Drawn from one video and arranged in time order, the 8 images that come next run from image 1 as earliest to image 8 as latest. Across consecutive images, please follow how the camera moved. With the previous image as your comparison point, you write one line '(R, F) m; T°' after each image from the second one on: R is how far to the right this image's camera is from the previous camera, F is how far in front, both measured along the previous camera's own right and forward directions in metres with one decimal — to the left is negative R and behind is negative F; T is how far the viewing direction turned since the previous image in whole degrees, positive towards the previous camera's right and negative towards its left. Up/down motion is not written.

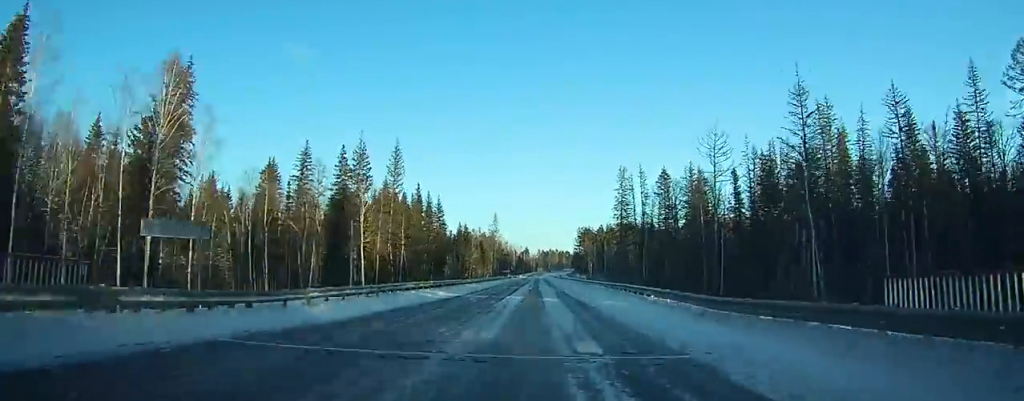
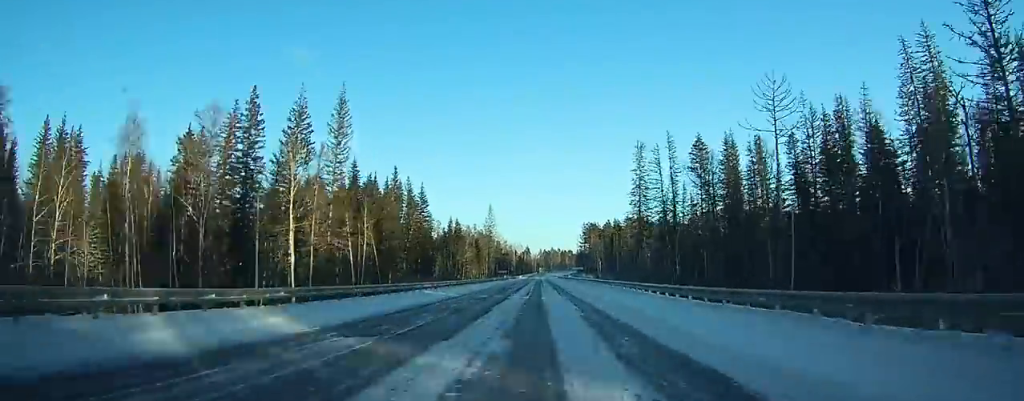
(-0.1, +26.2) m; 0°
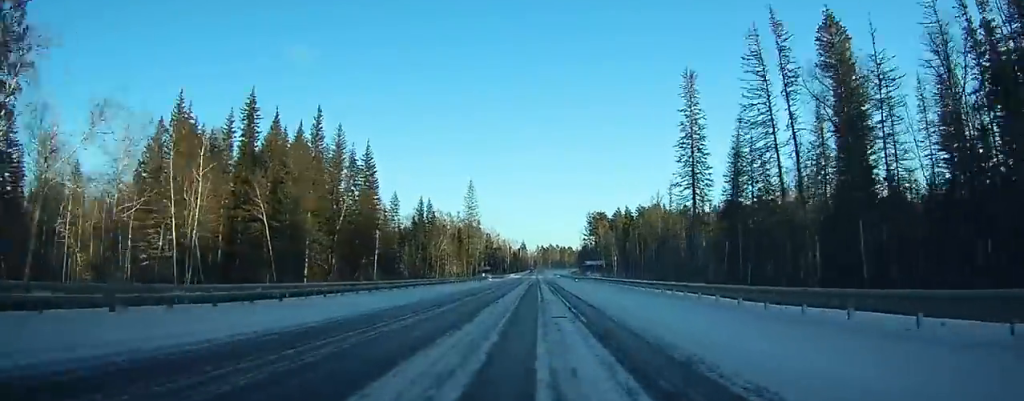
(-0.1, +45.6) m; 0°
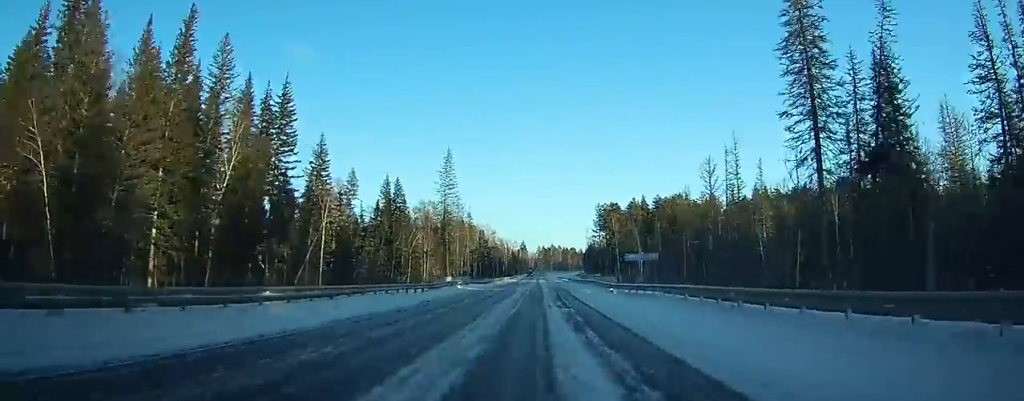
(+0.3, +35.5) m; 0°
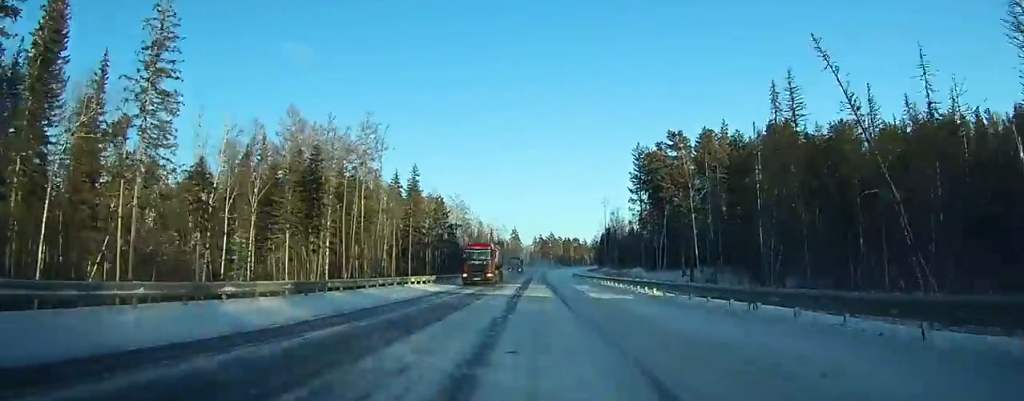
(+0.2, +93.2) m; 0°
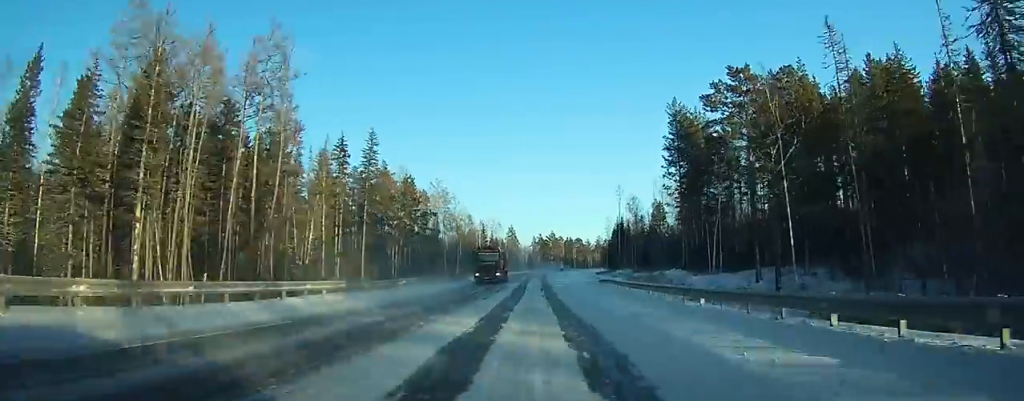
(-0.1, +33.8) m; 0°
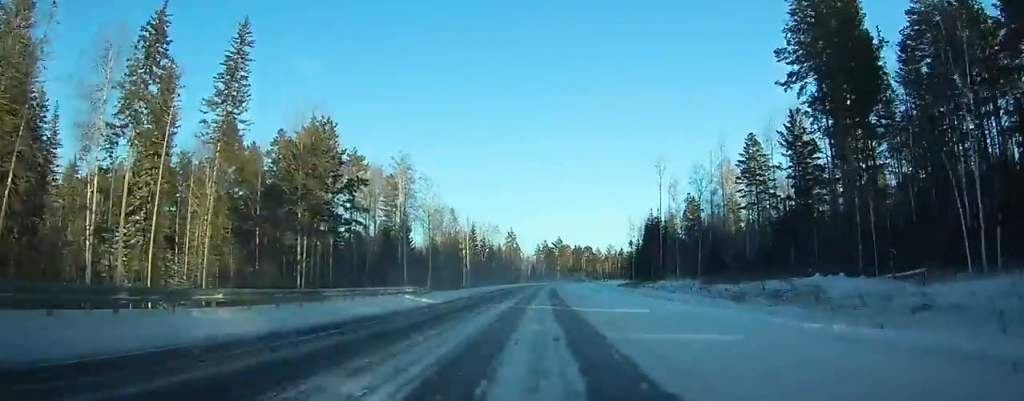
(0.0, +47.1) m; 0°
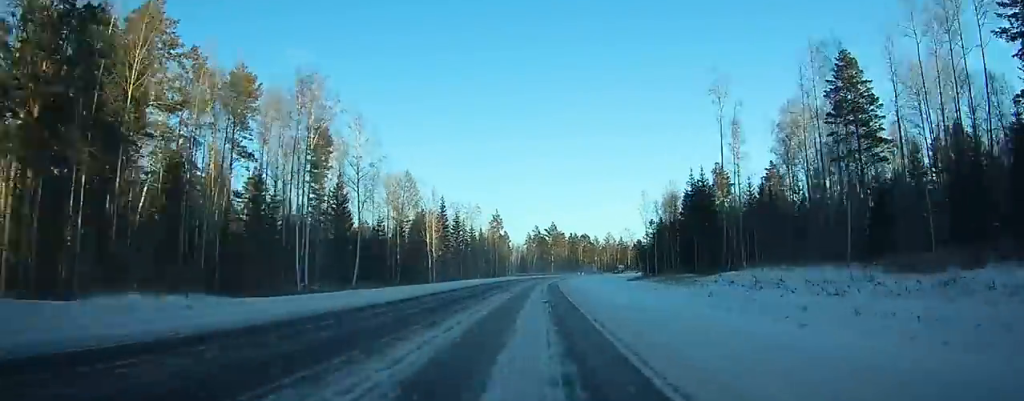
(-0.2, +40.2) m; 0°
